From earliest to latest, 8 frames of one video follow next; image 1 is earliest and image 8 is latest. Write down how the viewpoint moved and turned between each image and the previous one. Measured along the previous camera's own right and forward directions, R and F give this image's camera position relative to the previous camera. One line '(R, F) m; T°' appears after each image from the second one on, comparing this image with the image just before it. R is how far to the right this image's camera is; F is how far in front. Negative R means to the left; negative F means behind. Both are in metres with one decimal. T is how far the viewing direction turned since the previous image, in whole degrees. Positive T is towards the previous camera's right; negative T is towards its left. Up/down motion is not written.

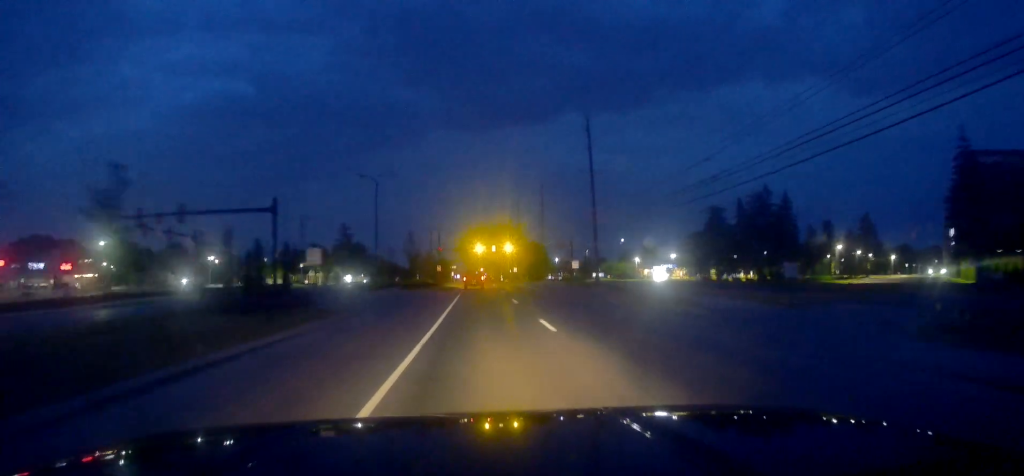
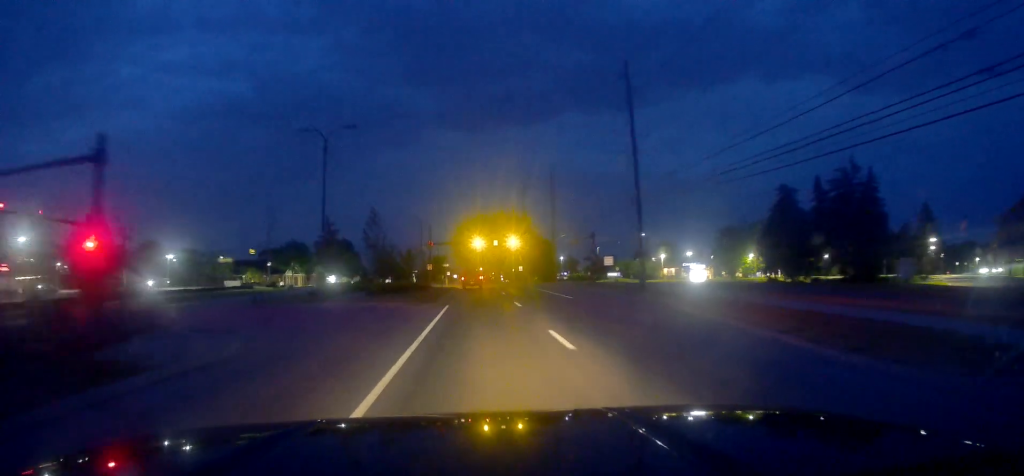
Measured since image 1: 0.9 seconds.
(-0.3, +18.2) m; 0°
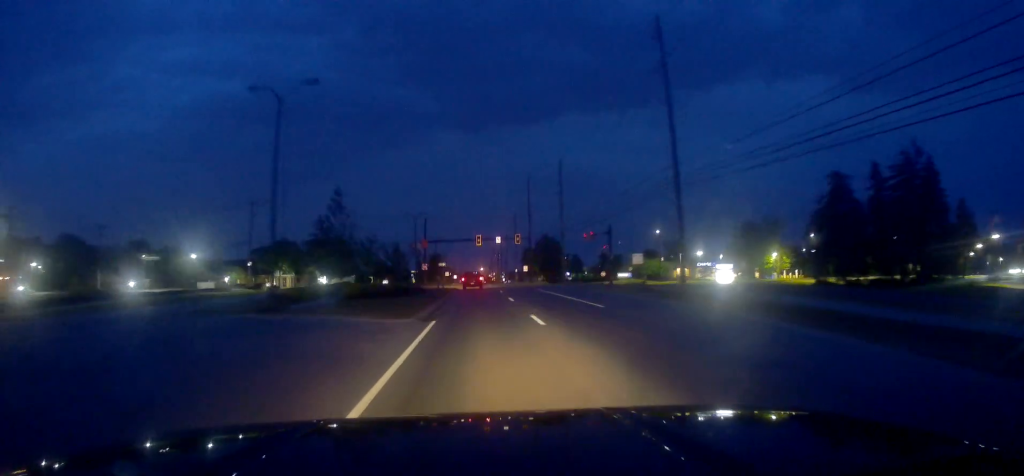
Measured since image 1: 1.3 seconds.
(+0.2, +9.2) m; 0°
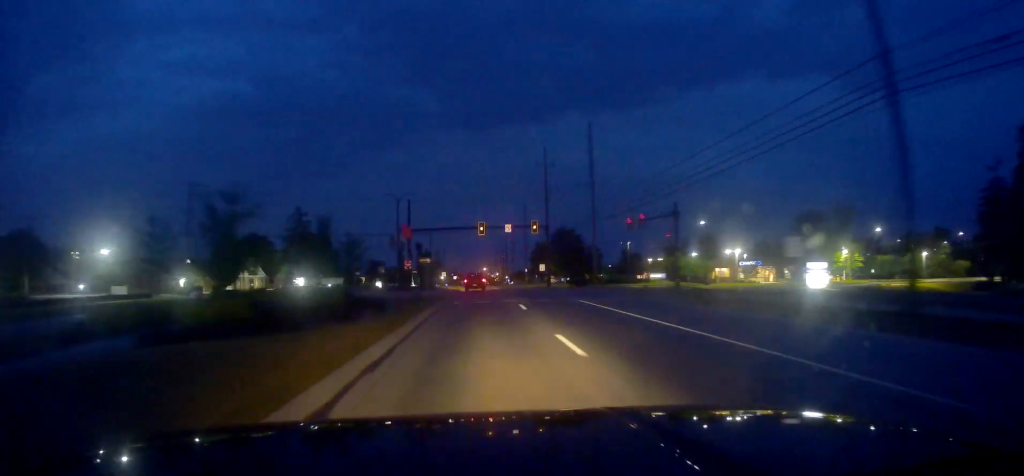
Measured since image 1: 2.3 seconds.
(-0.3, +22.2) m; 0°
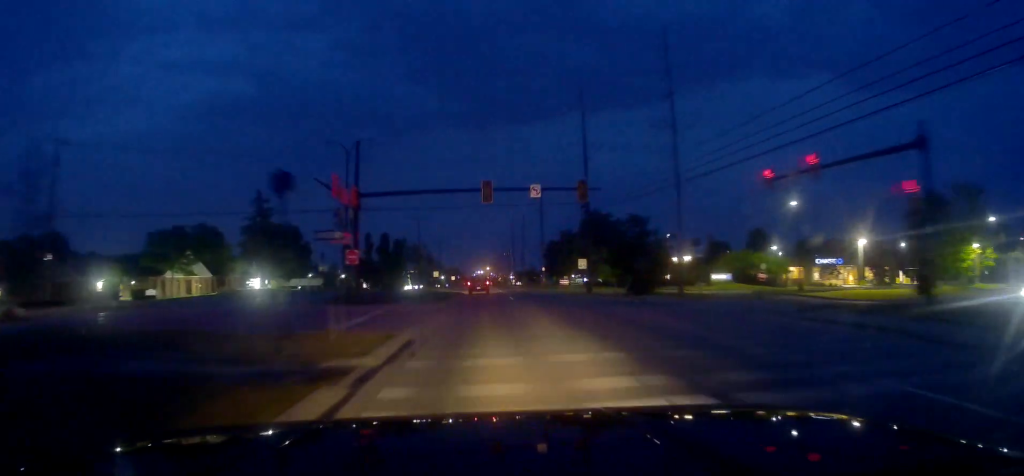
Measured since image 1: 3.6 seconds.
(+0.3, +26.8) m; +1°
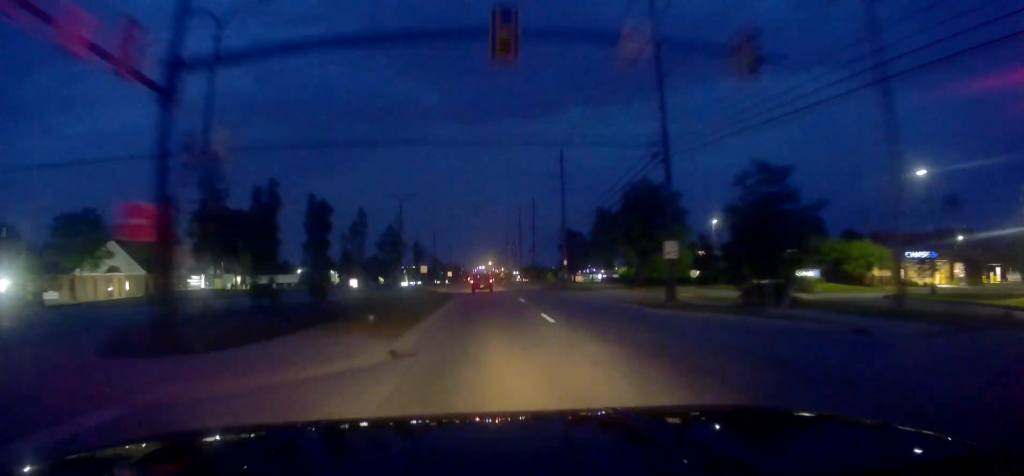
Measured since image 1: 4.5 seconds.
(-0.2, +21.2) m; 0°
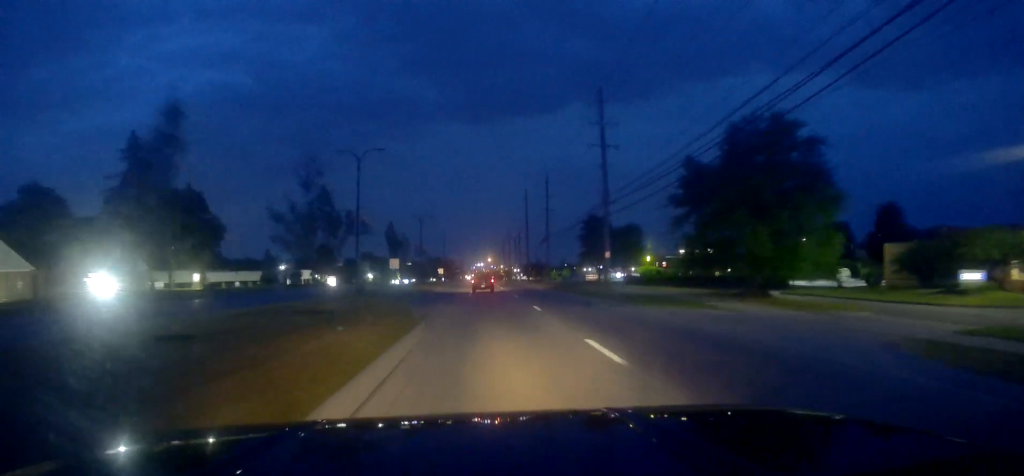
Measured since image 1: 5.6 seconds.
(+0.3, +23.1) m; -1°
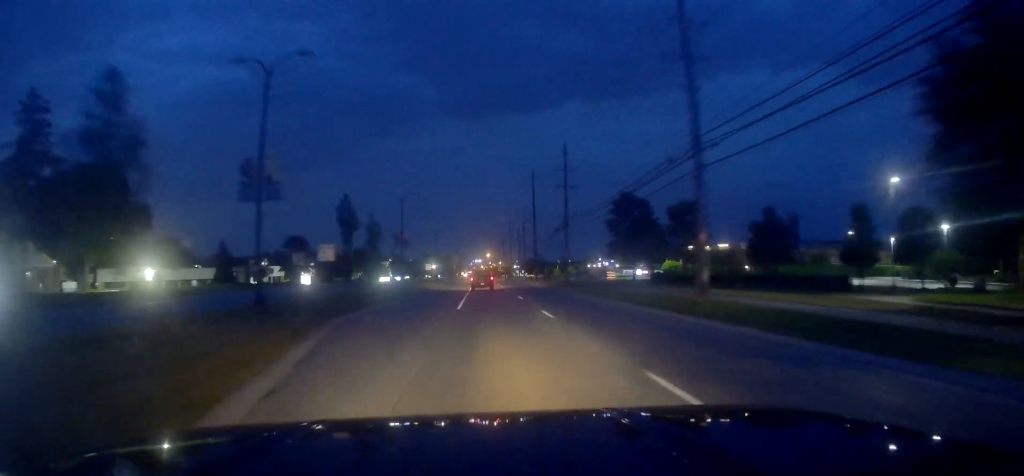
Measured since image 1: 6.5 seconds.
(-0.5, +20.4) m; -2°
